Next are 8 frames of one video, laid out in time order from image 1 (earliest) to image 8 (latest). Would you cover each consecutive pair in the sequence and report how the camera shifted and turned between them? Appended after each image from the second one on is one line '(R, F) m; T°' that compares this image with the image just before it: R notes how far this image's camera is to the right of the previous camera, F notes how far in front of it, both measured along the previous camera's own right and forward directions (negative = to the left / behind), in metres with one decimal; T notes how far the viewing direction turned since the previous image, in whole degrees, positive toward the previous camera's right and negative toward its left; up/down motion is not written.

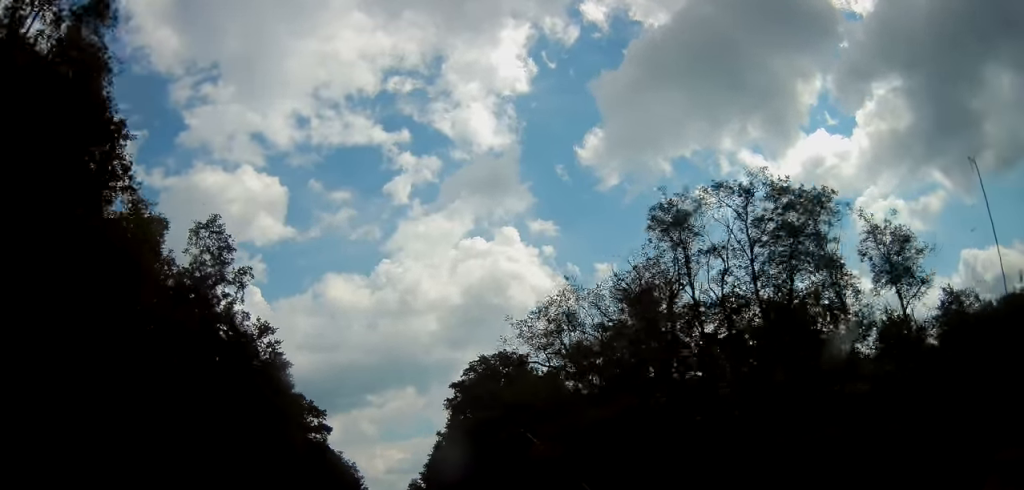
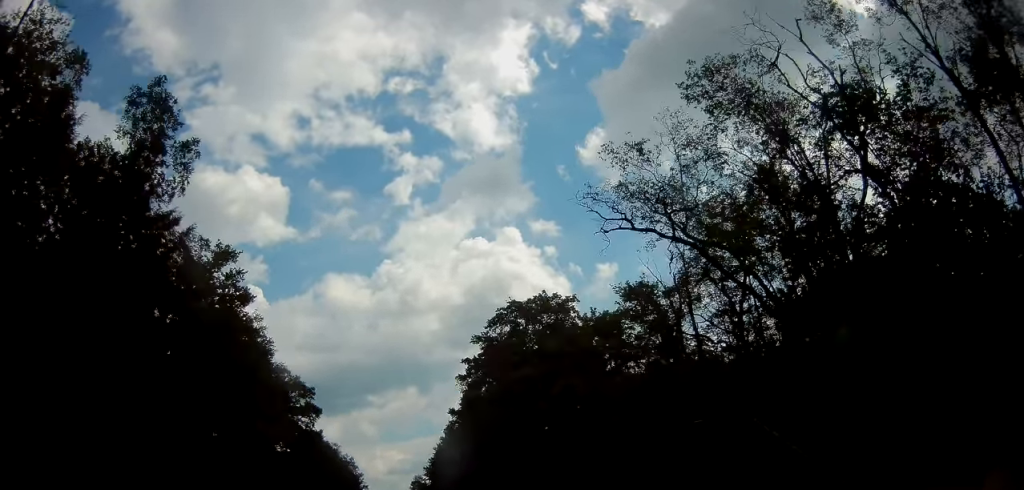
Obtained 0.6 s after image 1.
(-0.2, +14.6) m; +1°
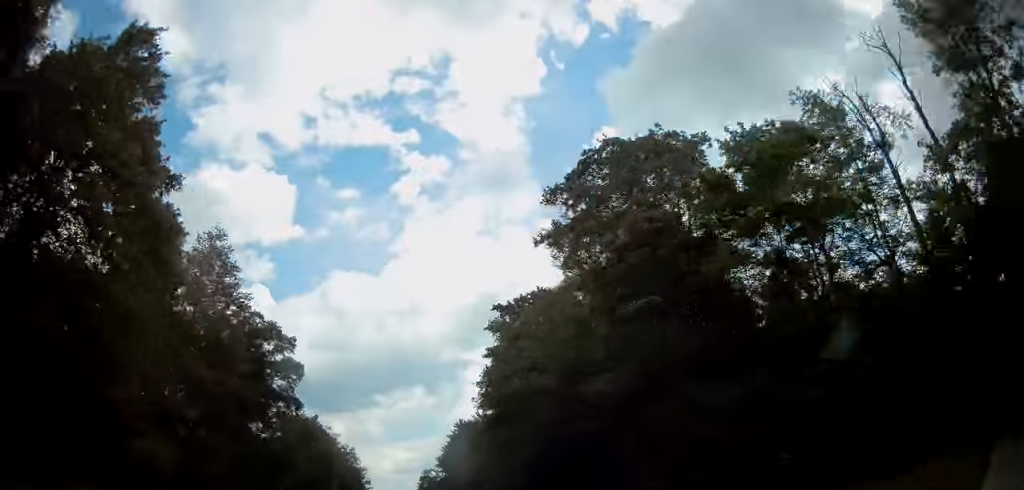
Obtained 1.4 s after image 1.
(+0.4, +19.5) m; -1°
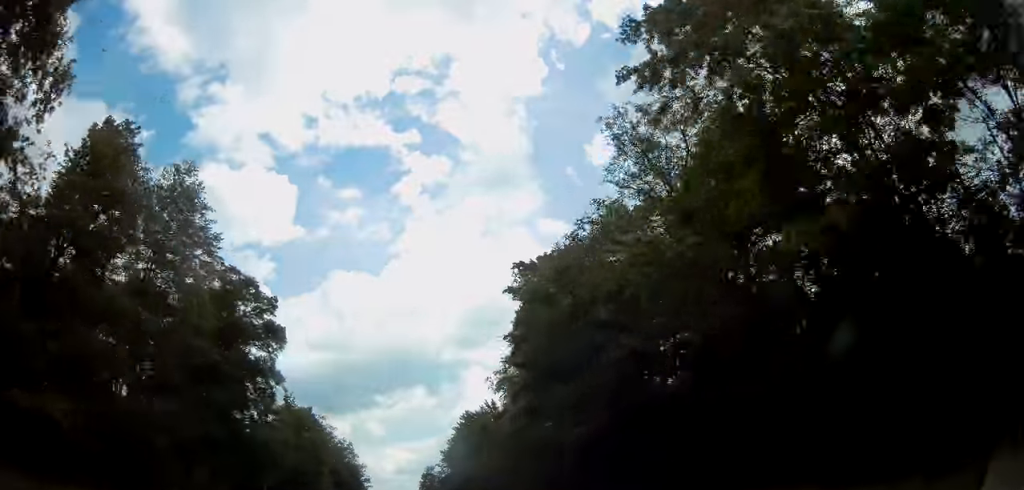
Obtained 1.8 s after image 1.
(0.0, +9.8) m; 0°
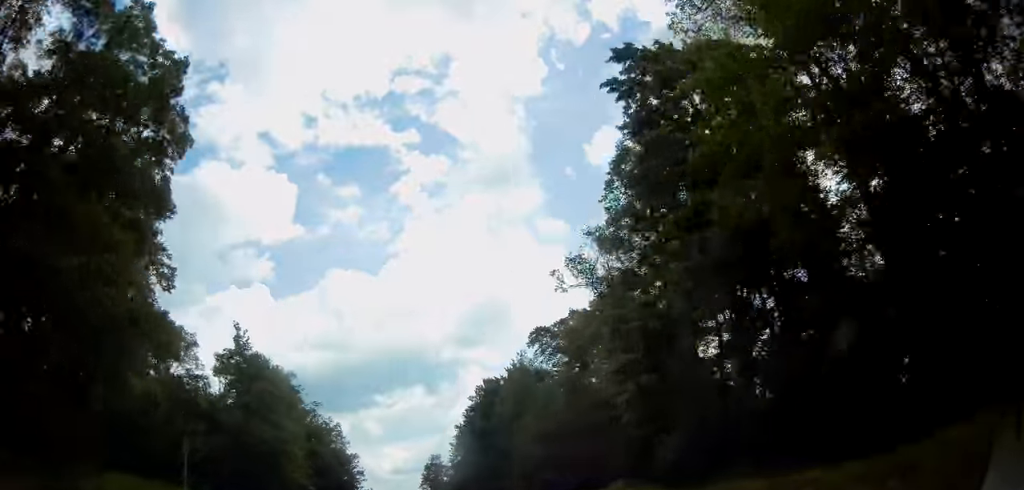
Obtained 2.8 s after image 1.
(-0.7, +25.2) m; -1°
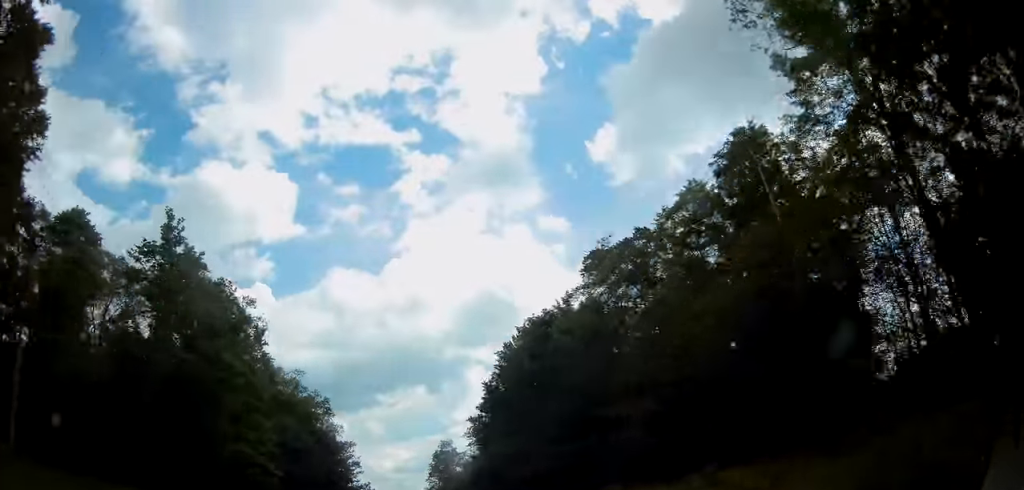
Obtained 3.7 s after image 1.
(+0.3, +21.2) m; +1°
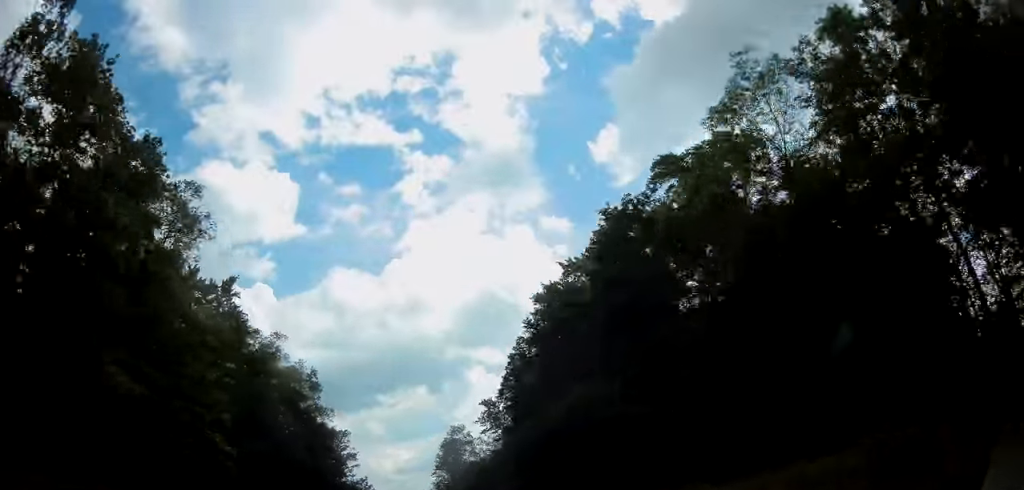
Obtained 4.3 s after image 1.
(0.0, +15.5) m; 0°
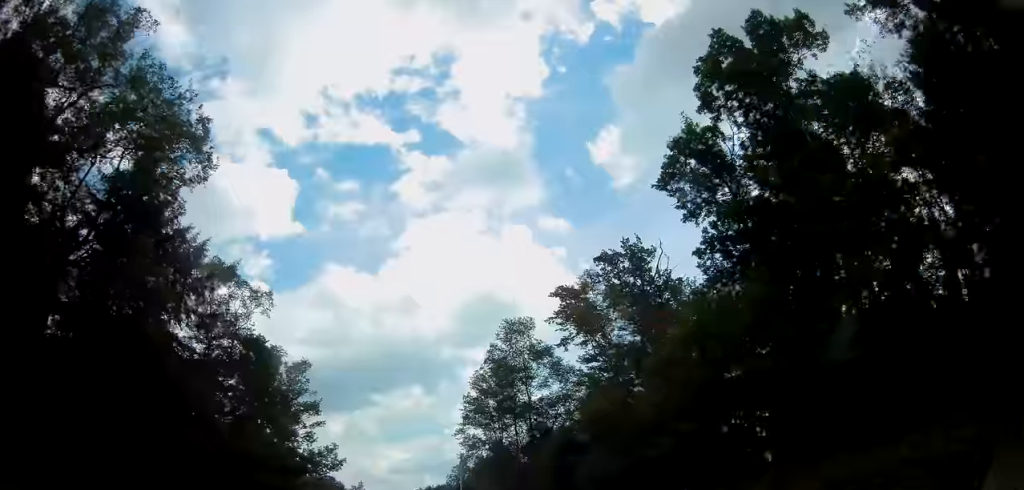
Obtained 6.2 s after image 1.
(0.0, +44.8) m; 0°
